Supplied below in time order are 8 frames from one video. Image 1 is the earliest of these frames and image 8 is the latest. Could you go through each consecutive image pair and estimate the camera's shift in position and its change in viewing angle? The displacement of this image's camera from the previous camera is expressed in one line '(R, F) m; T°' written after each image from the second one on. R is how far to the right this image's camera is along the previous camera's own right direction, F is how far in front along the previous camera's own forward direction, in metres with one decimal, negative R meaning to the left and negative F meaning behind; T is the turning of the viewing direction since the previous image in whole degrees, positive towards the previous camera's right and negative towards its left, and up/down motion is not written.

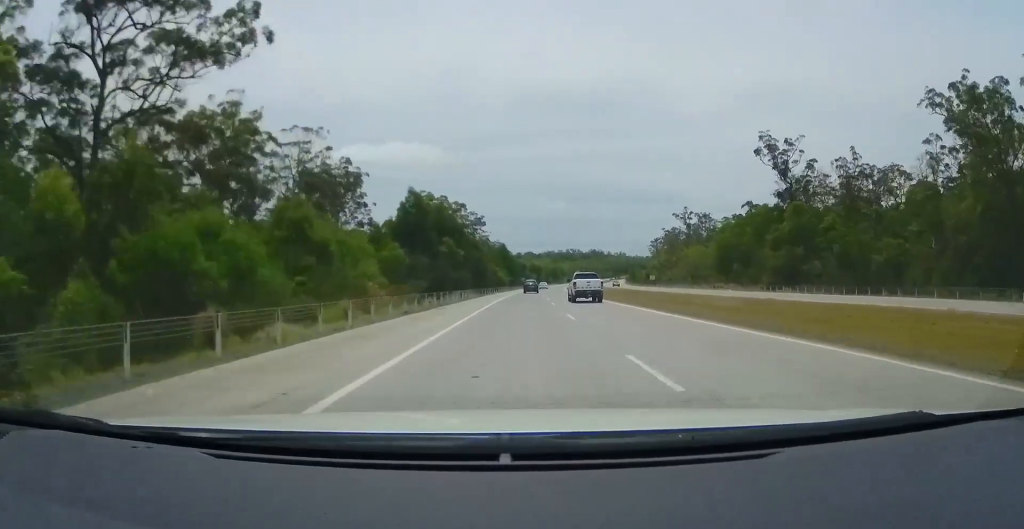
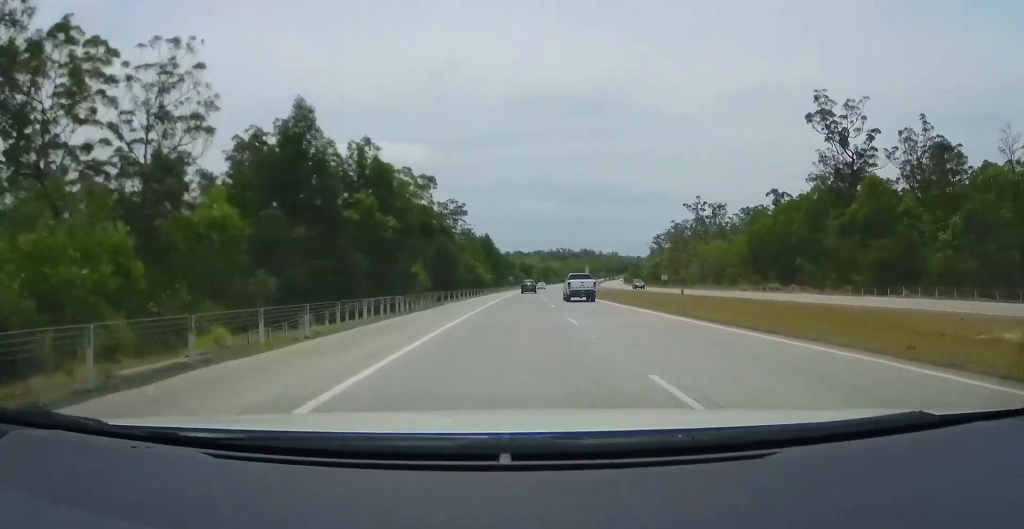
(+0.7, +26.6) m; +2°
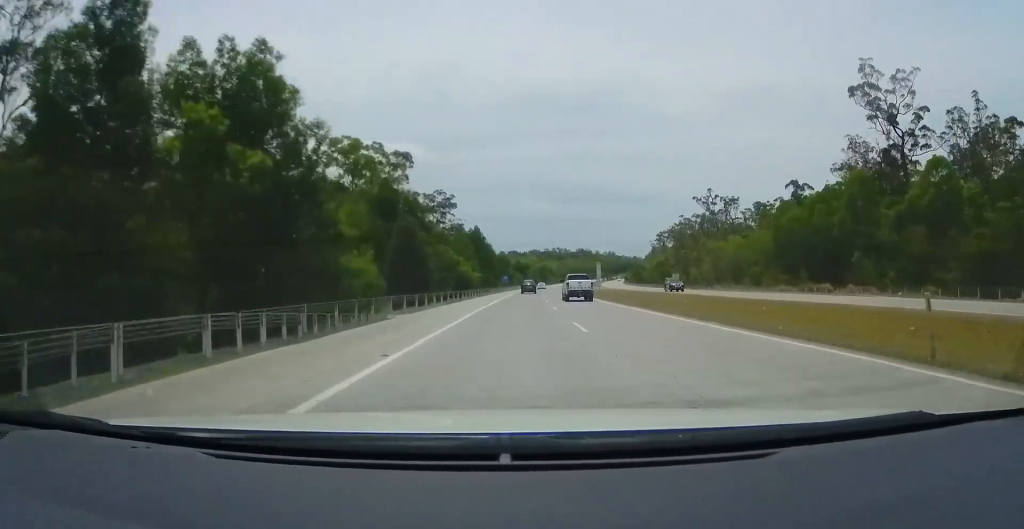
(+0.1, +13.8) m; +1°
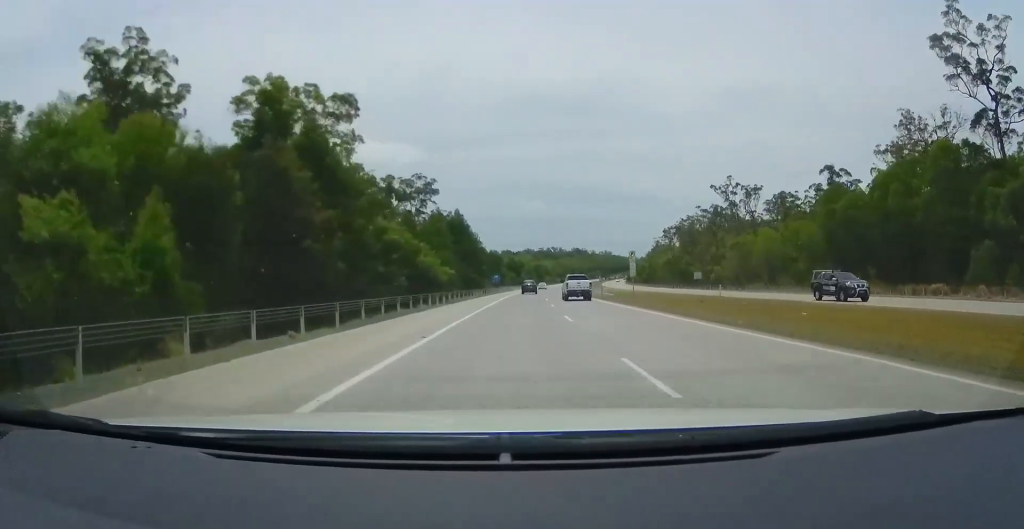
(0.0, +20.7) m; +1°
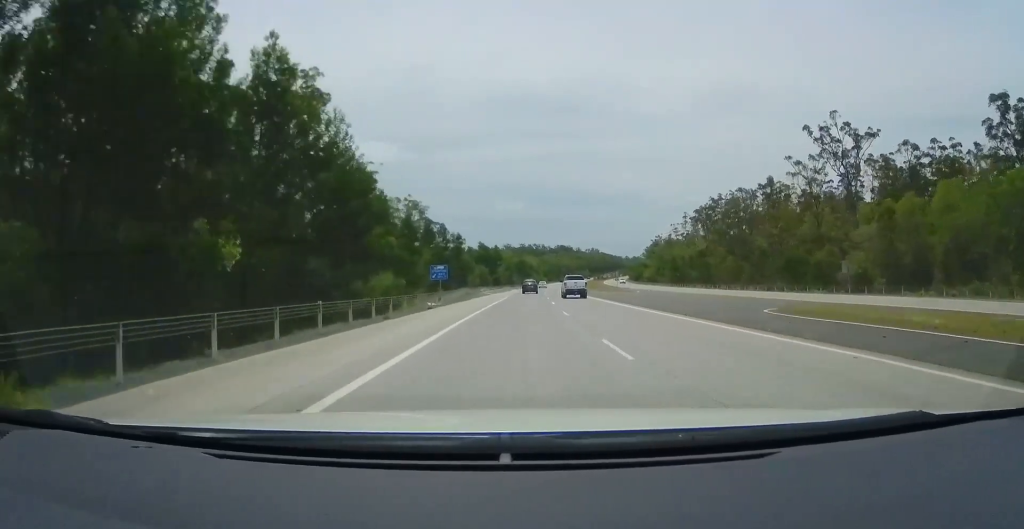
(+0.9, +56.9) m; +2°
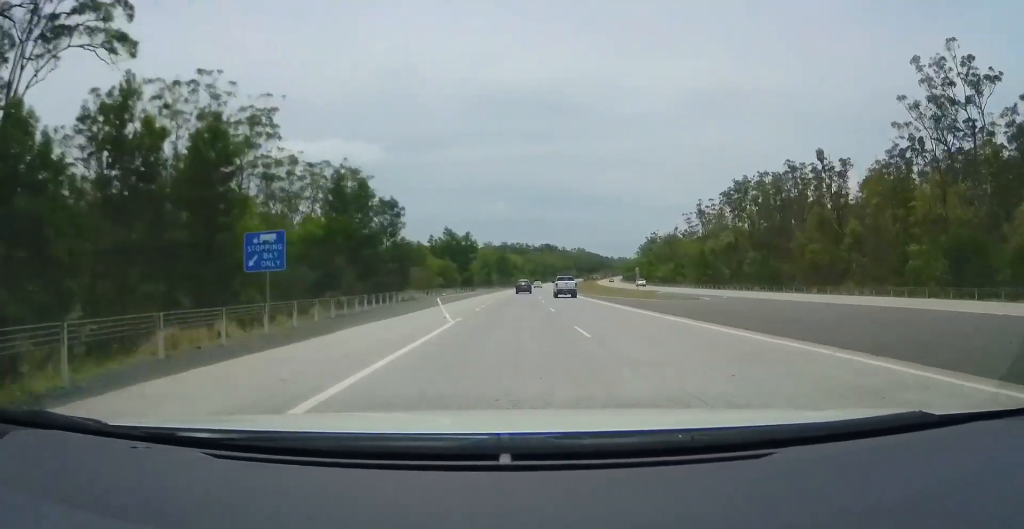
(+0.6, +32.0) m; +1°
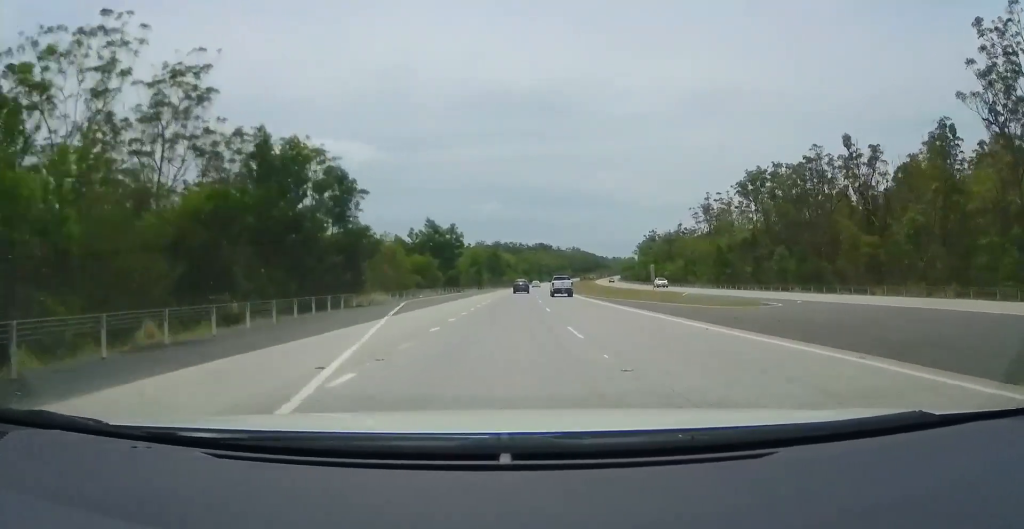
(-0.1, +12.5) m; 0°
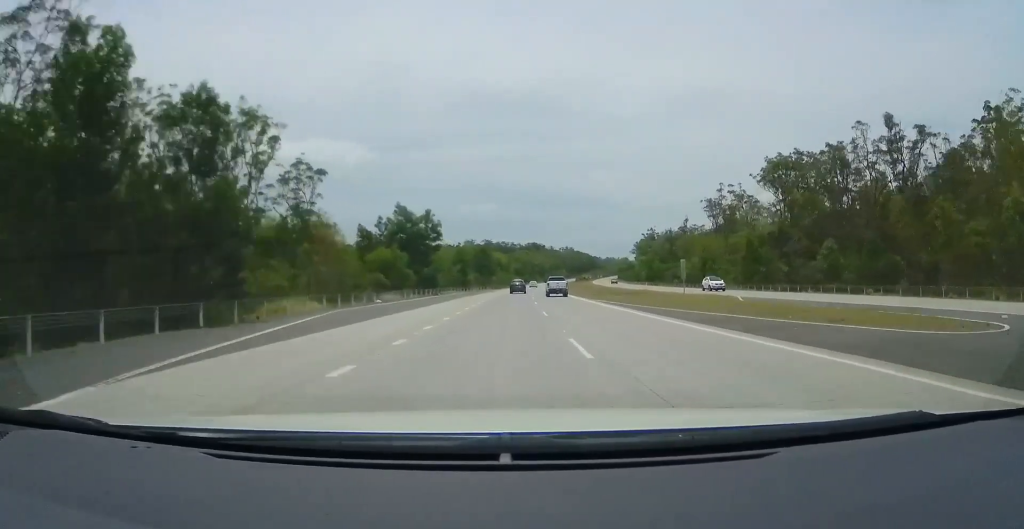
(0.0, +14.8) m; +1°
